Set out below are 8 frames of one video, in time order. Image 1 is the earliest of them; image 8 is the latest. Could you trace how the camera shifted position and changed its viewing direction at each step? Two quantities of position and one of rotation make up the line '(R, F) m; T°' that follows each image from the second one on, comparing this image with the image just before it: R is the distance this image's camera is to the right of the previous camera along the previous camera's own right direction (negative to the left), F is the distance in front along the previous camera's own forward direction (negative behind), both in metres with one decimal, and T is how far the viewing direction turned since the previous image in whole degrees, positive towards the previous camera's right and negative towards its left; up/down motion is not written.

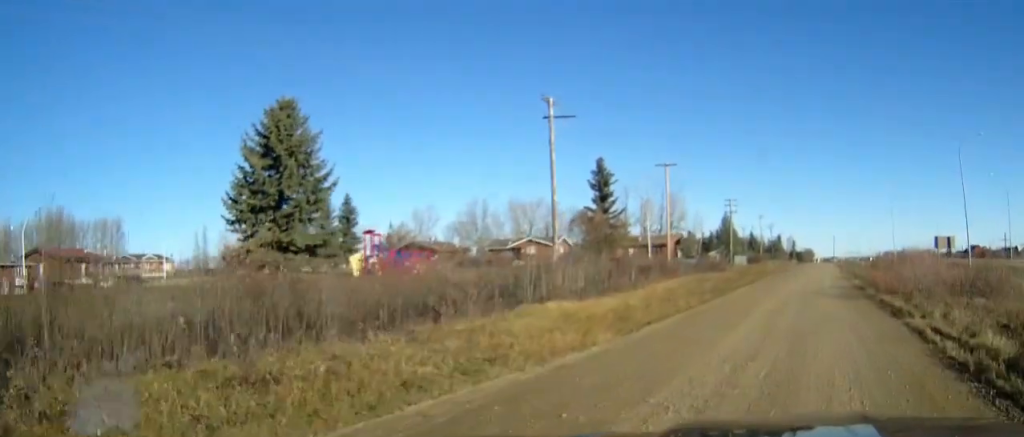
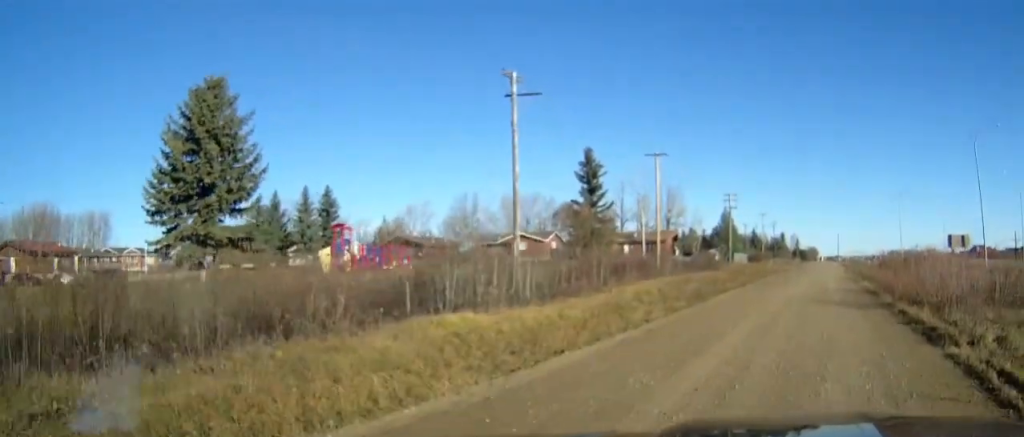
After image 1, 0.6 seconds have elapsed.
(0.0, +5.7) m; 0°
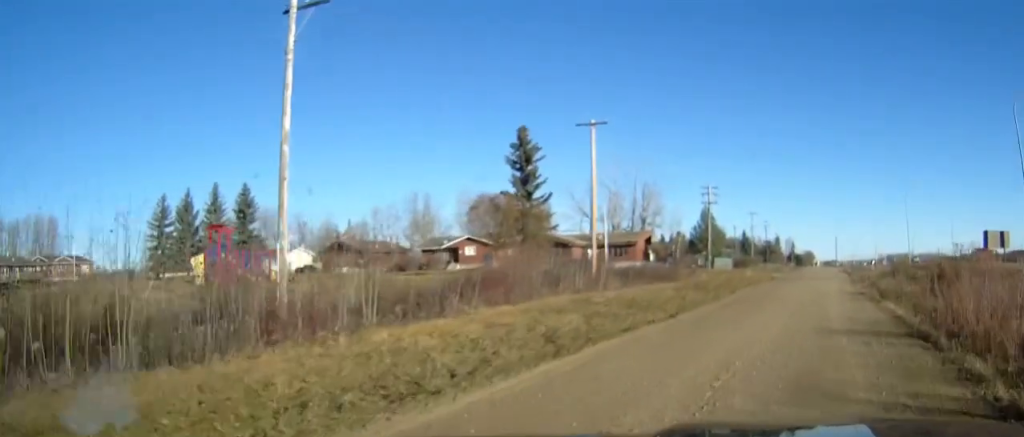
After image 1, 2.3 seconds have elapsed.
(-0.1, +15.8) m; 0°
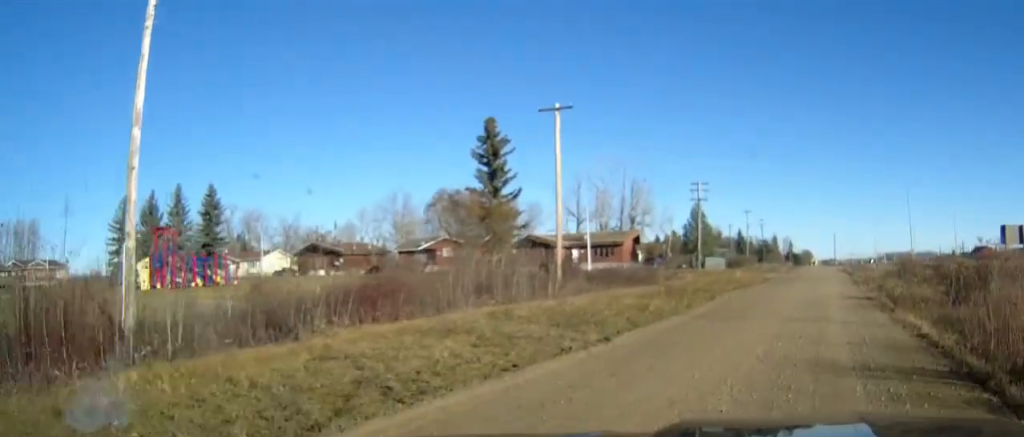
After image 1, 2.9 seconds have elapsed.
(0.0, +5.5) m; 0°
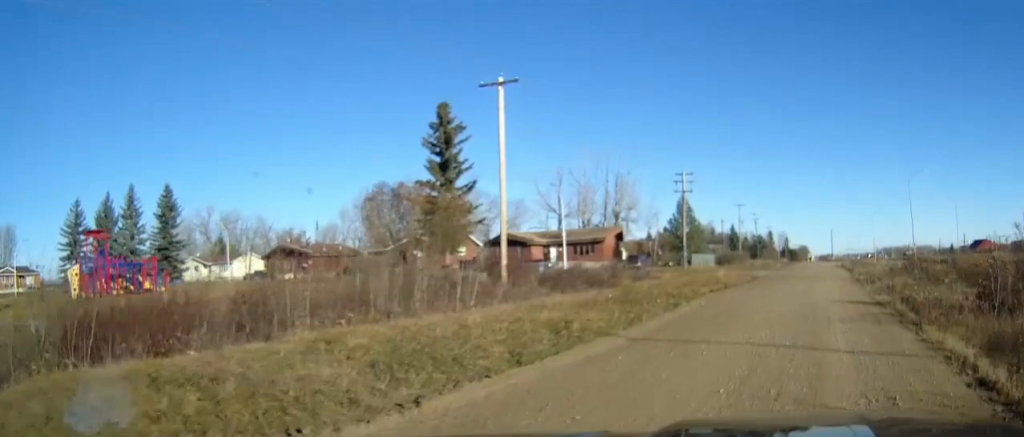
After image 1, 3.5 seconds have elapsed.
(0.0, +6.4) m; 0°
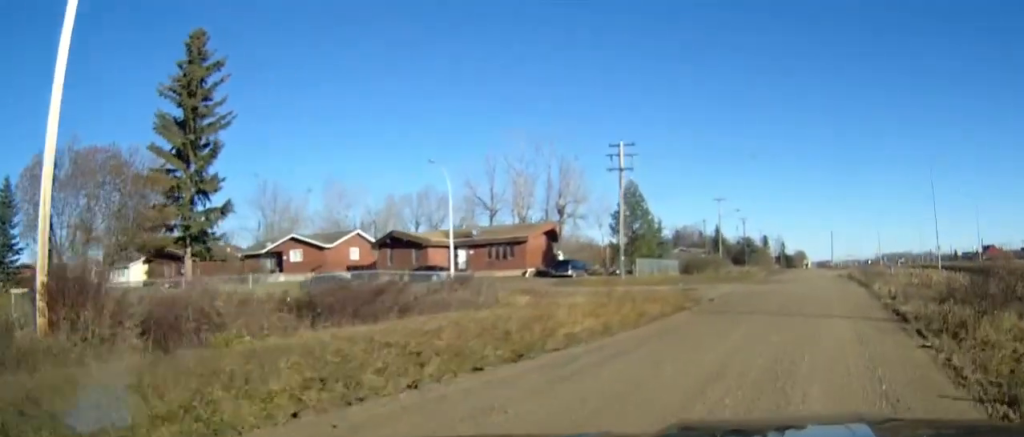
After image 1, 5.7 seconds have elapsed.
(0.0, +22.5) m; 0°
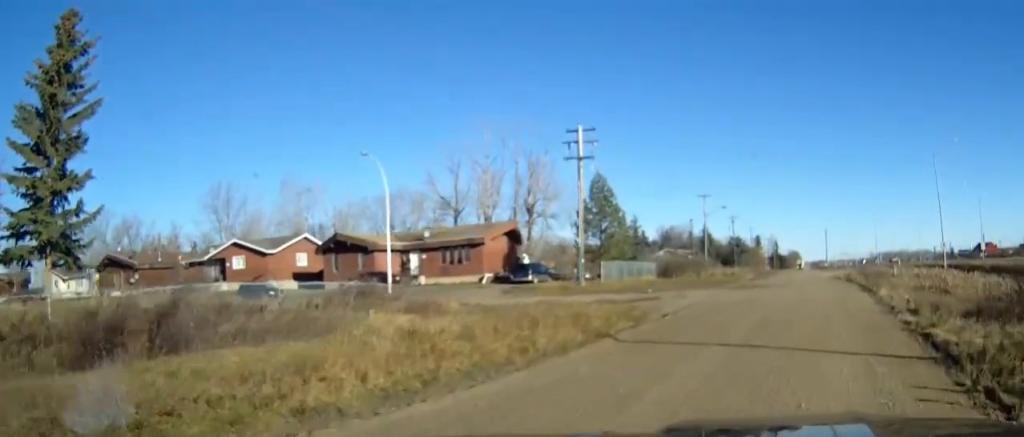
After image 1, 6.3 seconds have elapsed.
(0.0, +7.3) m; 0°
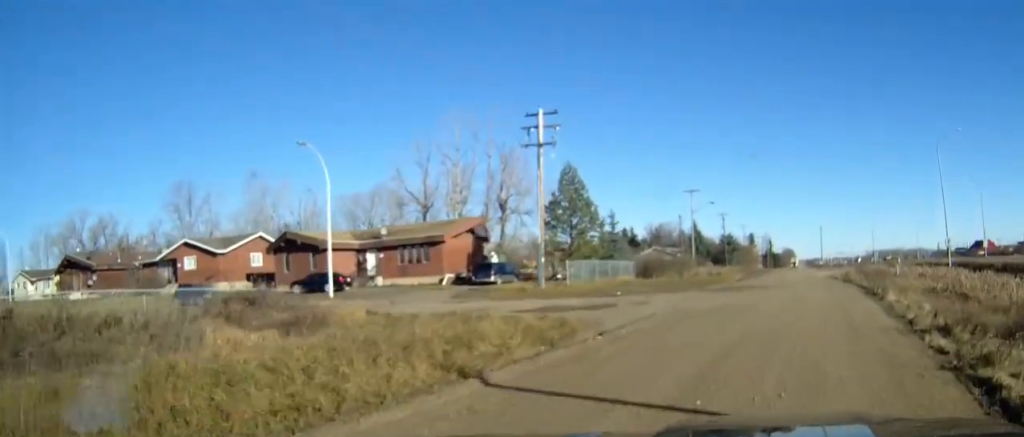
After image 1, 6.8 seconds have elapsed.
(0.0, +5.5) m; 0°
